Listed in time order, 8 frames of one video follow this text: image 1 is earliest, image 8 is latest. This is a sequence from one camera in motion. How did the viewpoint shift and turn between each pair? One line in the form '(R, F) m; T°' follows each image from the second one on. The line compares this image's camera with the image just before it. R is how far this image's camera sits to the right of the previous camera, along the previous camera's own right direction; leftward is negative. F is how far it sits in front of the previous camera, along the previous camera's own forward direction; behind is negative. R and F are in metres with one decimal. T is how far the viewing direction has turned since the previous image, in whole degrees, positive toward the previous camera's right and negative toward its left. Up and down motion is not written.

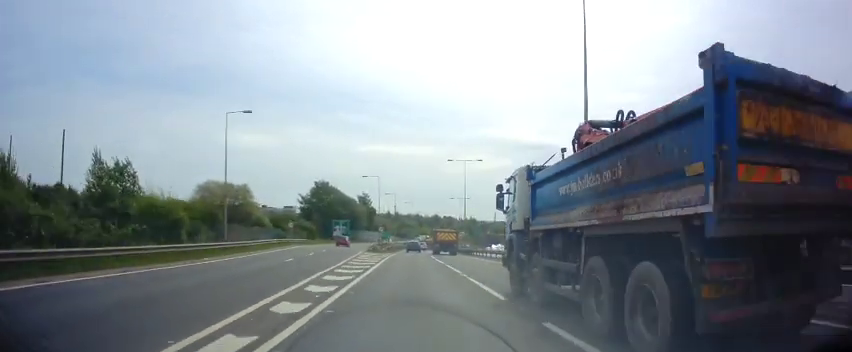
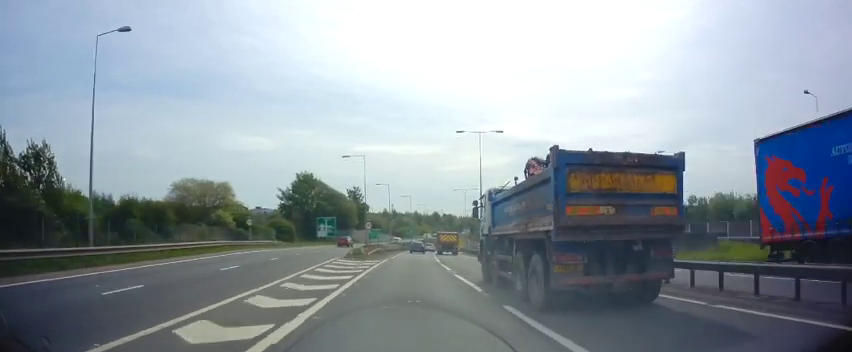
(-0.1, +15.7) m; 0°
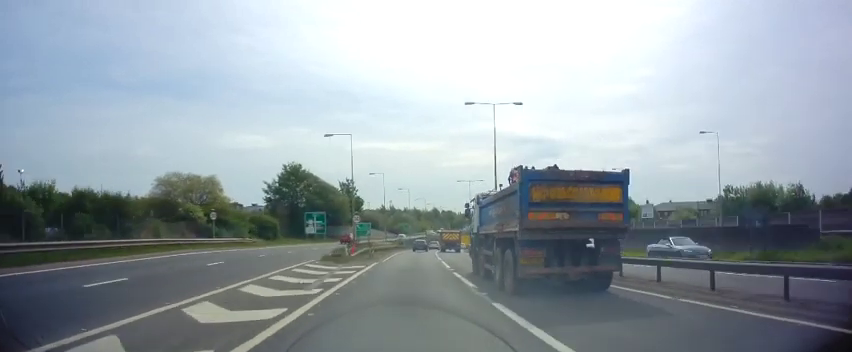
(0.0, +8.8) m; 0°
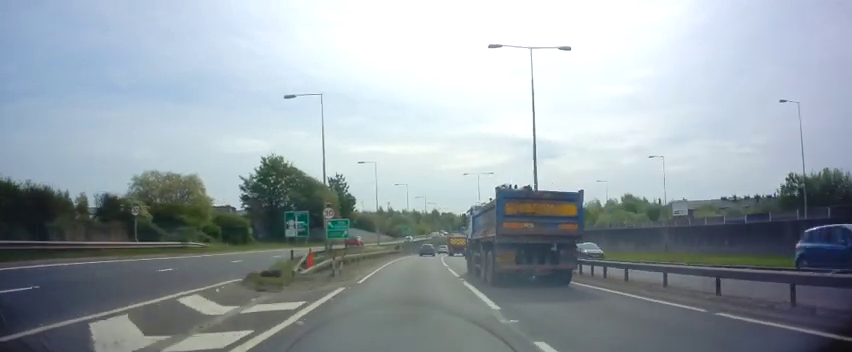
(0.0, +12.2) m; +1°
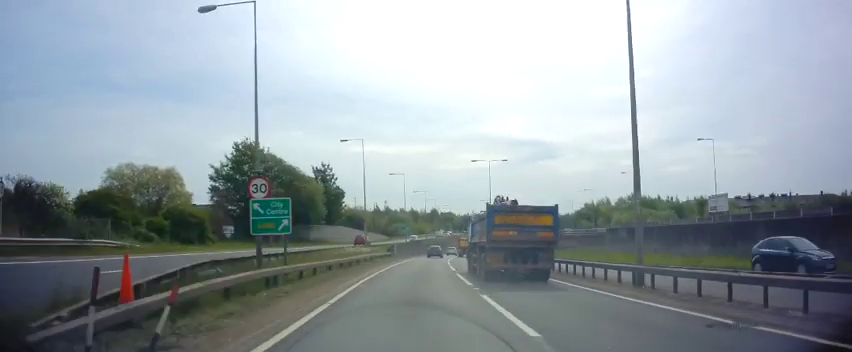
(+0.1, +11.8) m; +1°
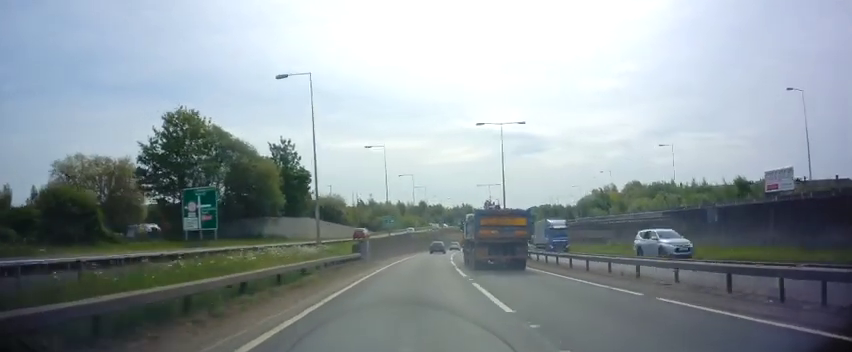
(+0.1, +16.2) m; +1°
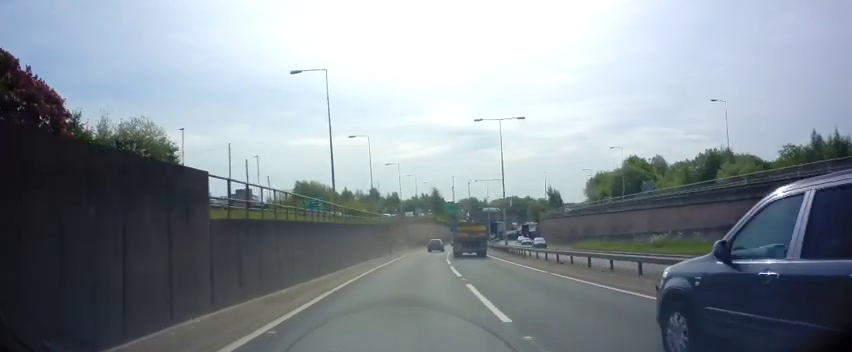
(+2.4, +45.6) m; +5°
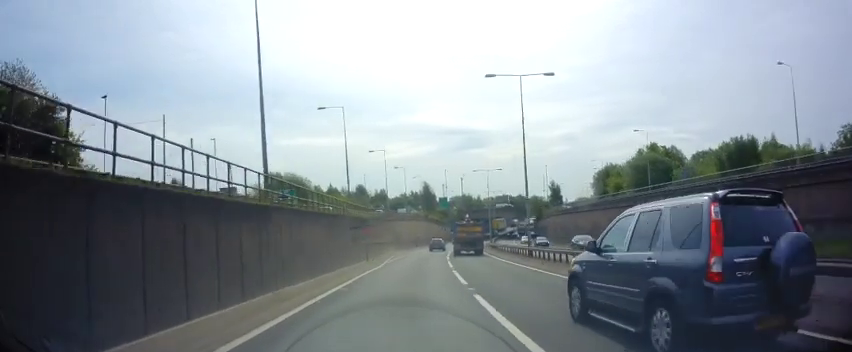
(-0.1, +11.9) m; +1°
